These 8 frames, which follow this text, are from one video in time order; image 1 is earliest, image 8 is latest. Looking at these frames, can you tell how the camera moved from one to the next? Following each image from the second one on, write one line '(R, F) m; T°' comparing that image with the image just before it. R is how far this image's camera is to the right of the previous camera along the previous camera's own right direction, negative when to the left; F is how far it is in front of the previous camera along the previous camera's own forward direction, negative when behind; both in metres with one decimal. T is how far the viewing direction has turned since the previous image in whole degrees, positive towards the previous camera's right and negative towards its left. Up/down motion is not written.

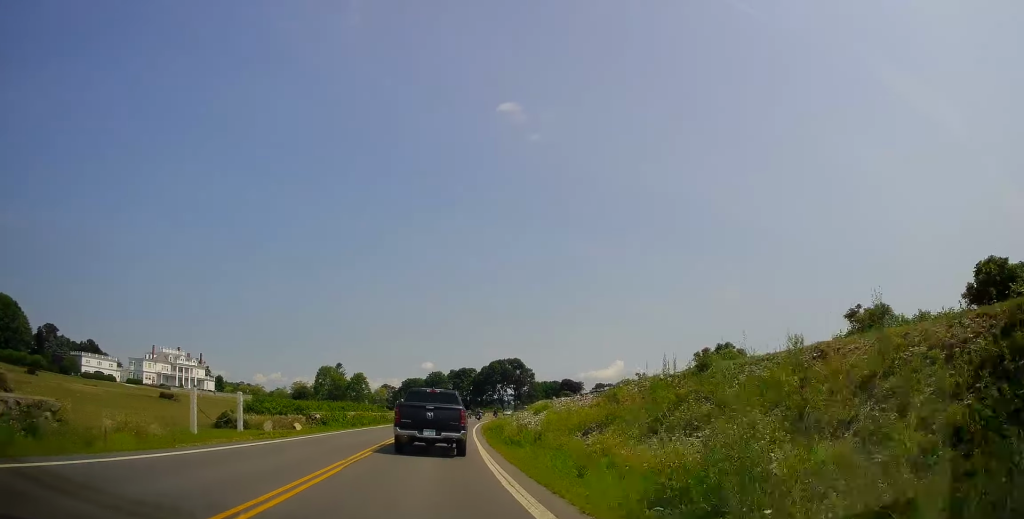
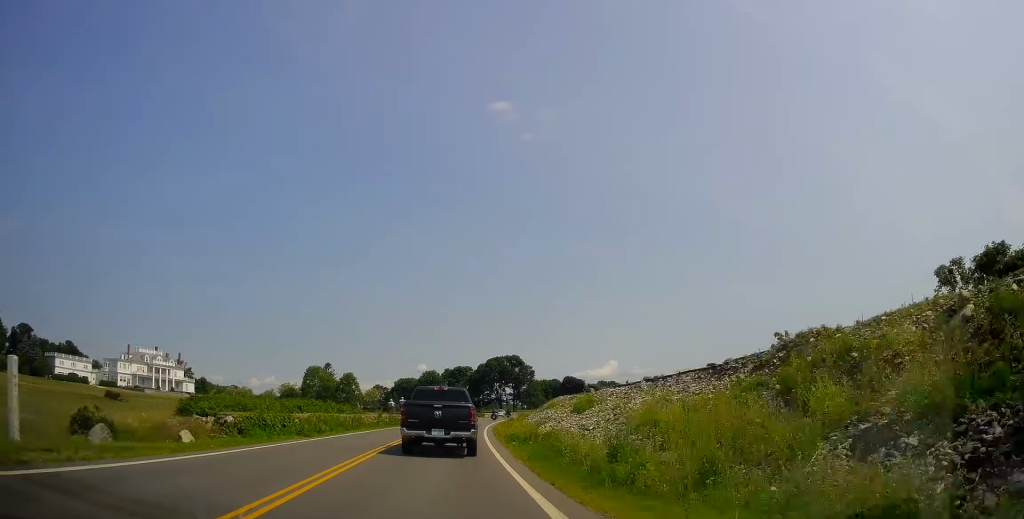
(+0.1, +15.8) m; +1°
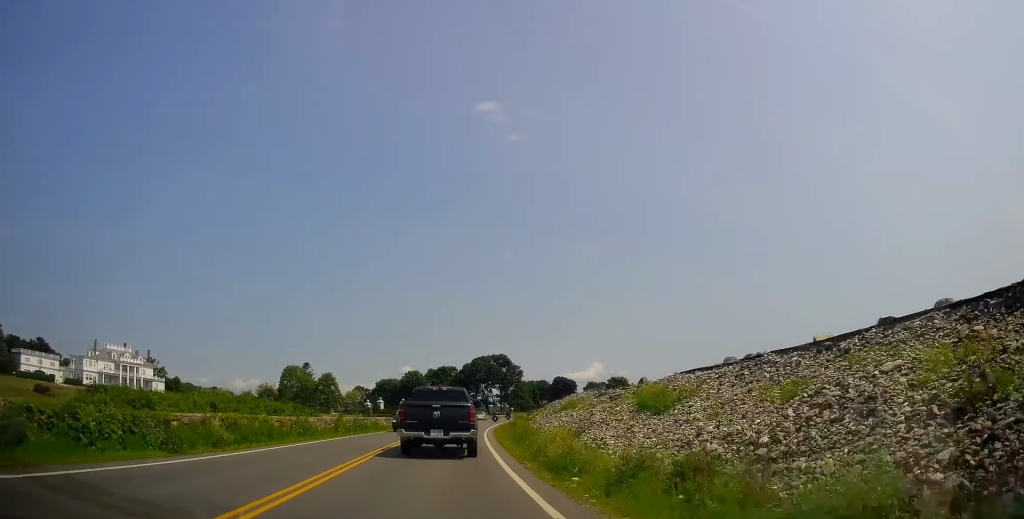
(0.0, +13.5) m; +1°
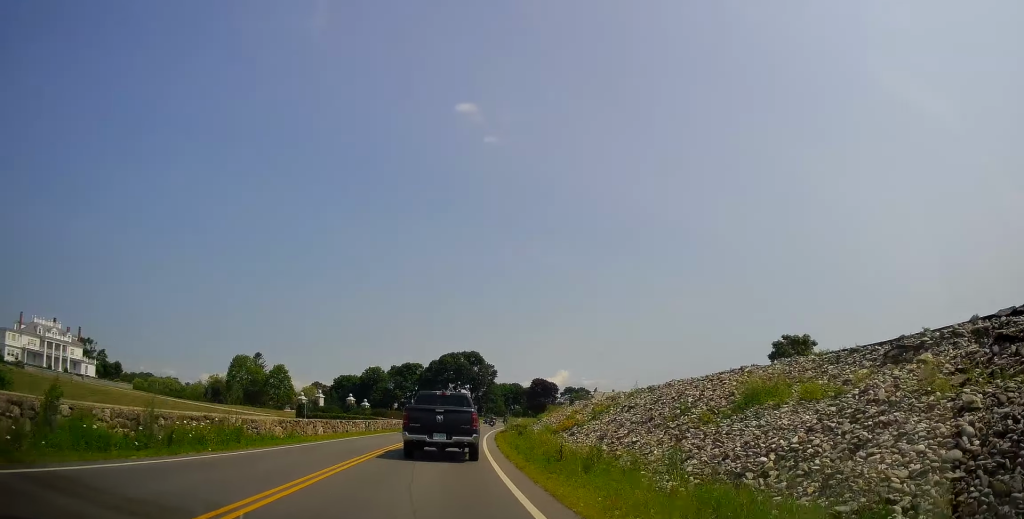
(+0.8, +25.7) m; +4°
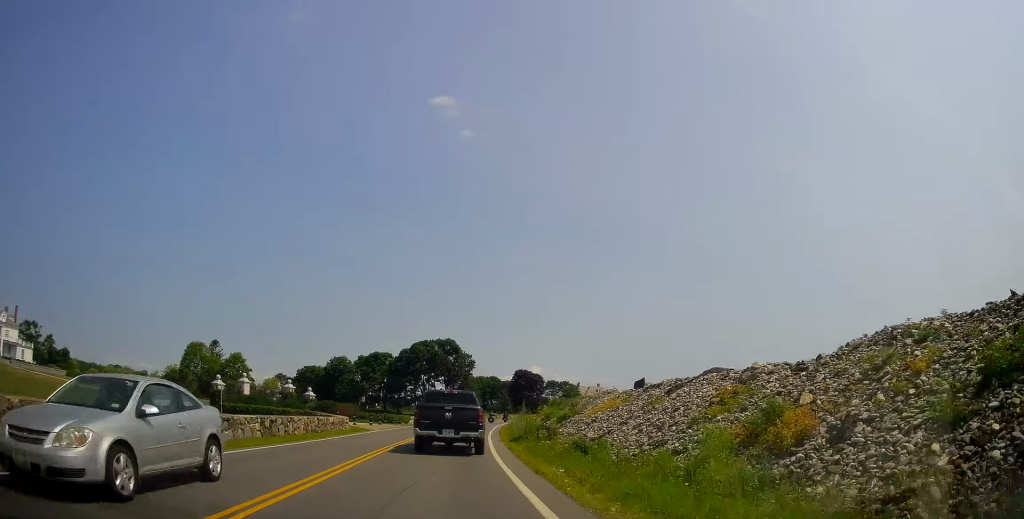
(+0.7, +20.3) m; +3°
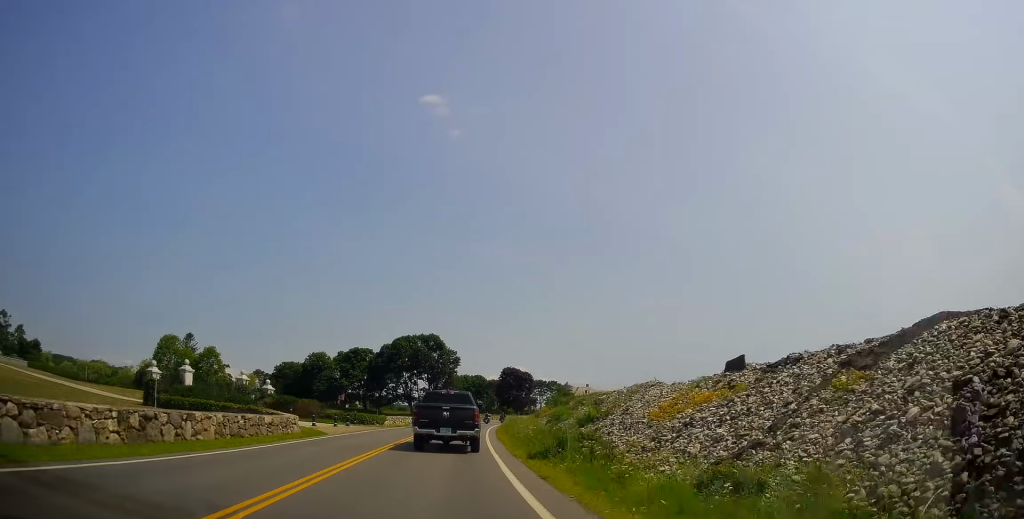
(0.0, +9.8) m; +2°
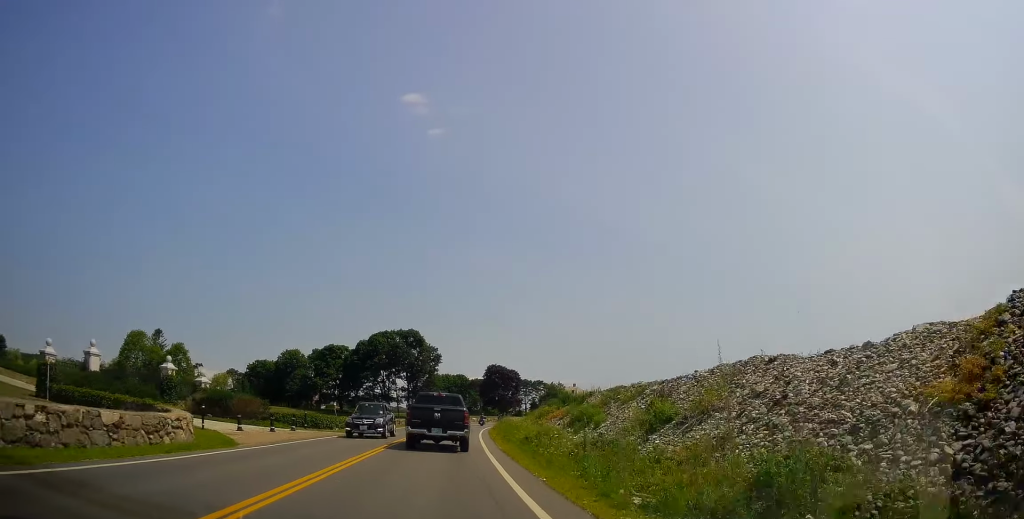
(+0.3, +11.0) m; +1°
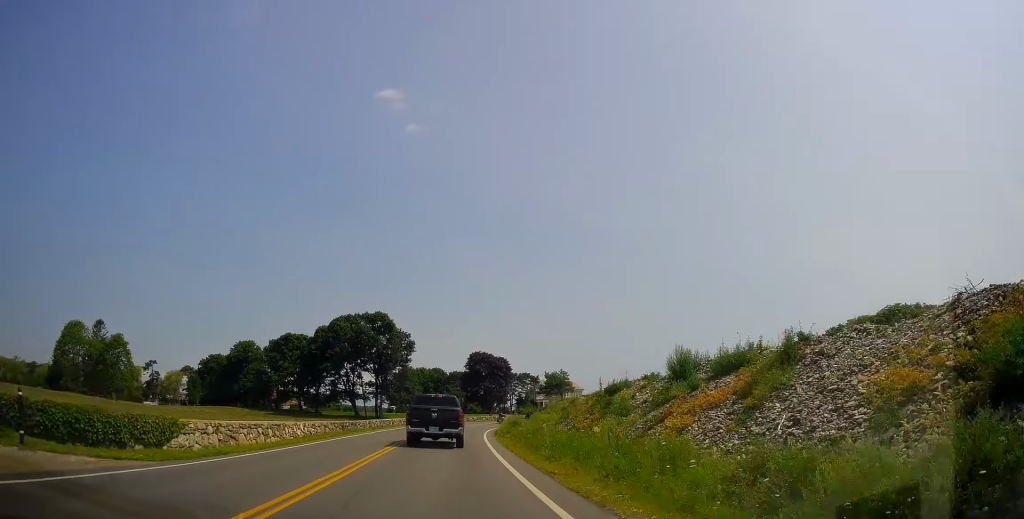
(+0.1, +23.3) m; +2°
